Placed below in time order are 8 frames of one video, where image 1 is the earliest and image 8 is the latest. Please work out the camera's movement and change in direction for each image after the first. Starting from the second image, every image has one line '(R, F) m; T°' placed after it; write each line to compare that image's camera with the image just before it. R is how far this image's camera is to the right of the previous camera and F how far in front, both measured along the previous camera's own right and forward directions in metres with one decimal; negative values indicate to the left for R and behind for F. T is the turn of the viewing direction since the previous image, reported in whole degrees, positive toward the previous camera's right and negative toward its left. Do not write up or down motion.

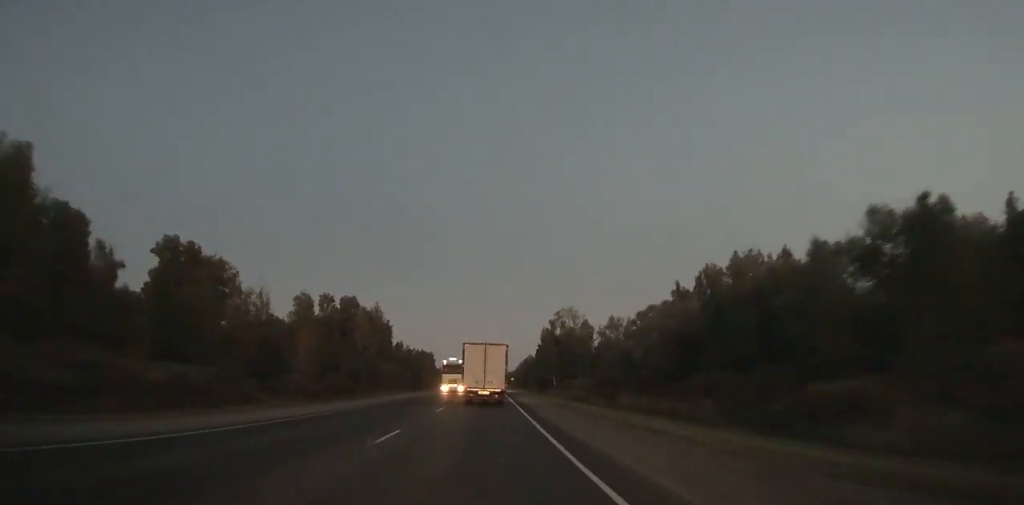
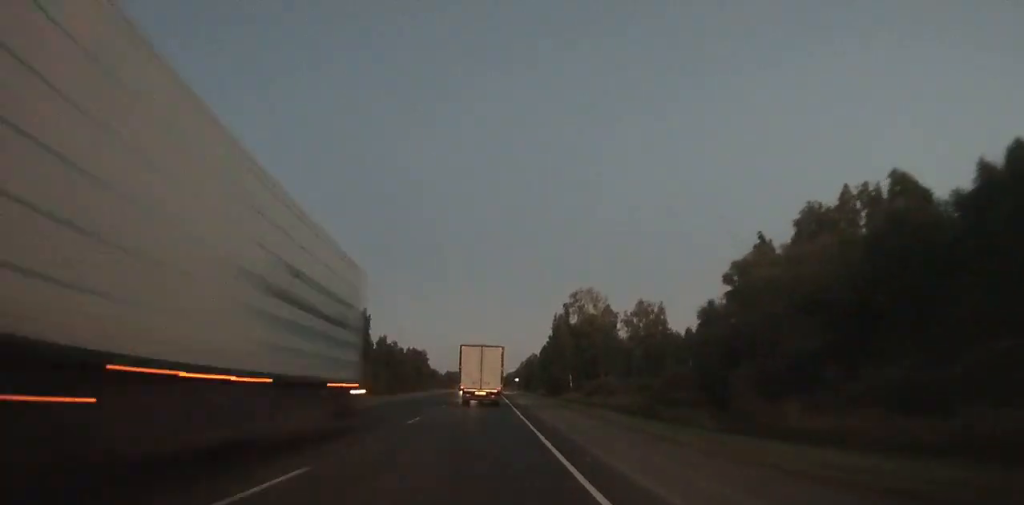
(0.0, +32.4) m; 0°
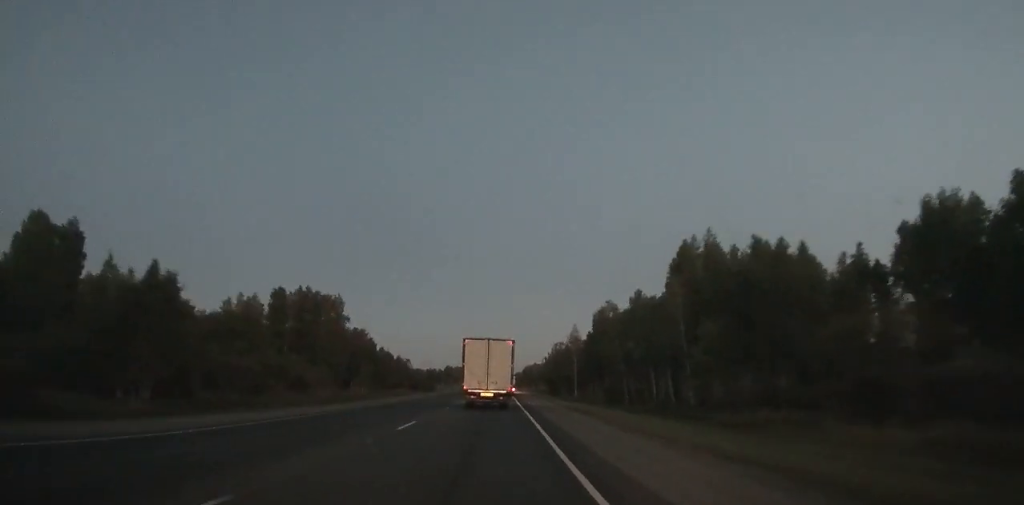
(-0.8, +169.5) m; 0°
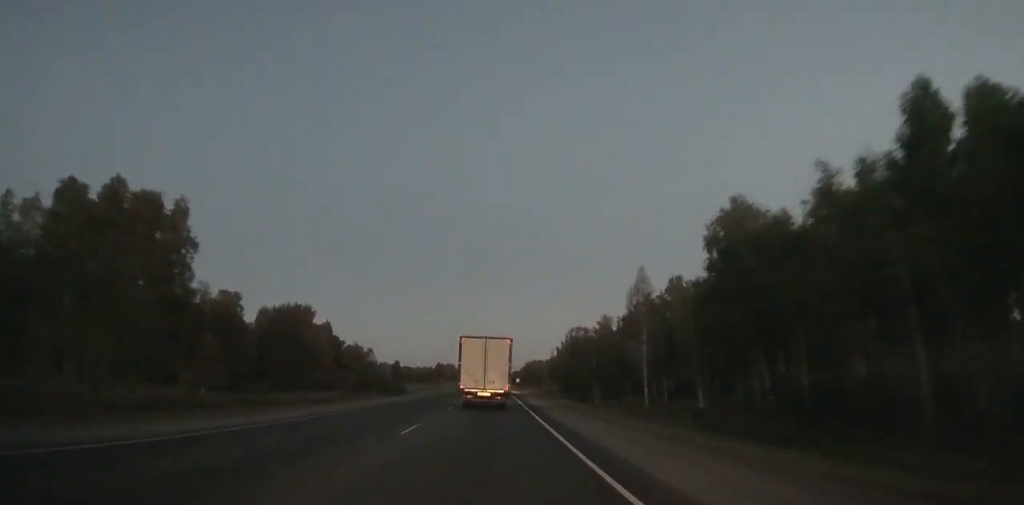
(0.0, +62.2) m; 0°
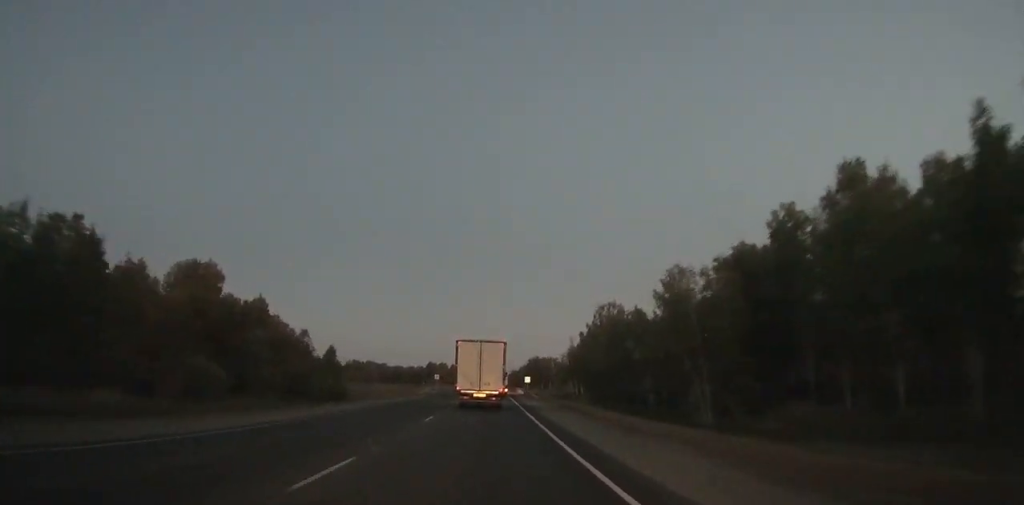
(+0.1, +55.9) m; 0°
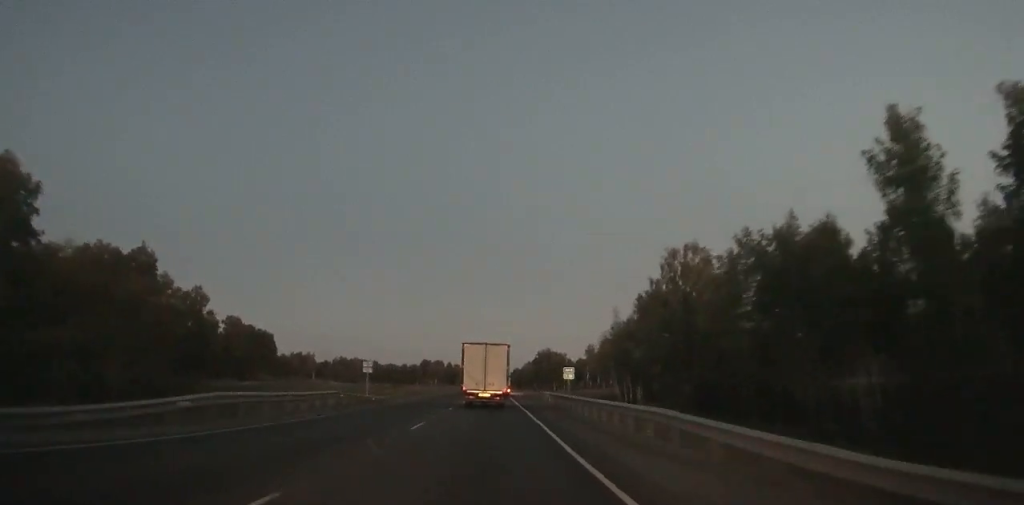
(-0.1, +52.0) m; 0°
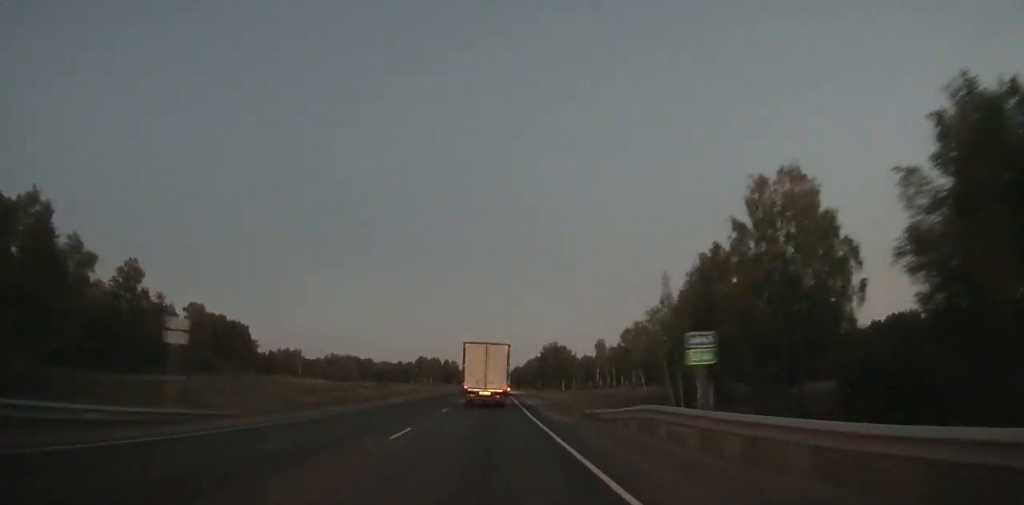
(0.0, +26.1) m; 0°
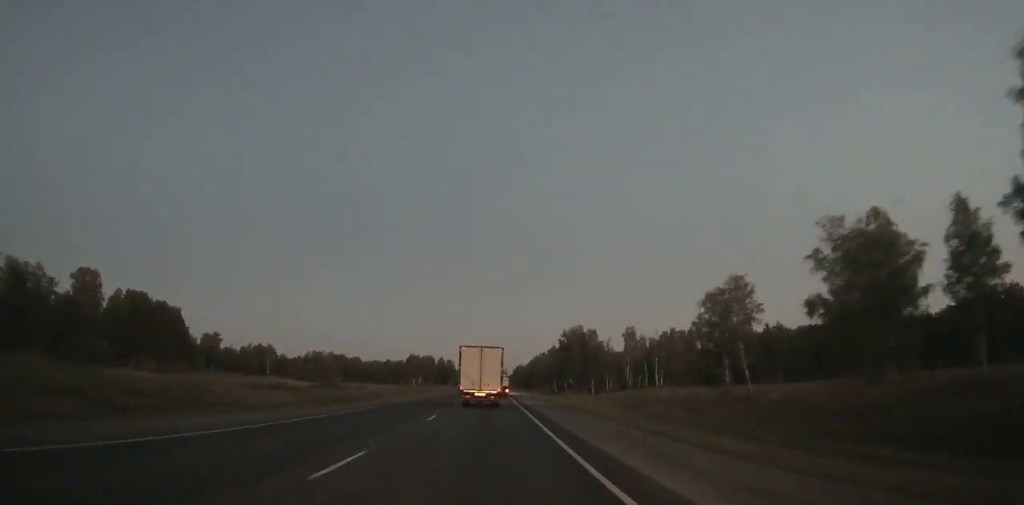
(+0.1, +54.4) m; 0°
